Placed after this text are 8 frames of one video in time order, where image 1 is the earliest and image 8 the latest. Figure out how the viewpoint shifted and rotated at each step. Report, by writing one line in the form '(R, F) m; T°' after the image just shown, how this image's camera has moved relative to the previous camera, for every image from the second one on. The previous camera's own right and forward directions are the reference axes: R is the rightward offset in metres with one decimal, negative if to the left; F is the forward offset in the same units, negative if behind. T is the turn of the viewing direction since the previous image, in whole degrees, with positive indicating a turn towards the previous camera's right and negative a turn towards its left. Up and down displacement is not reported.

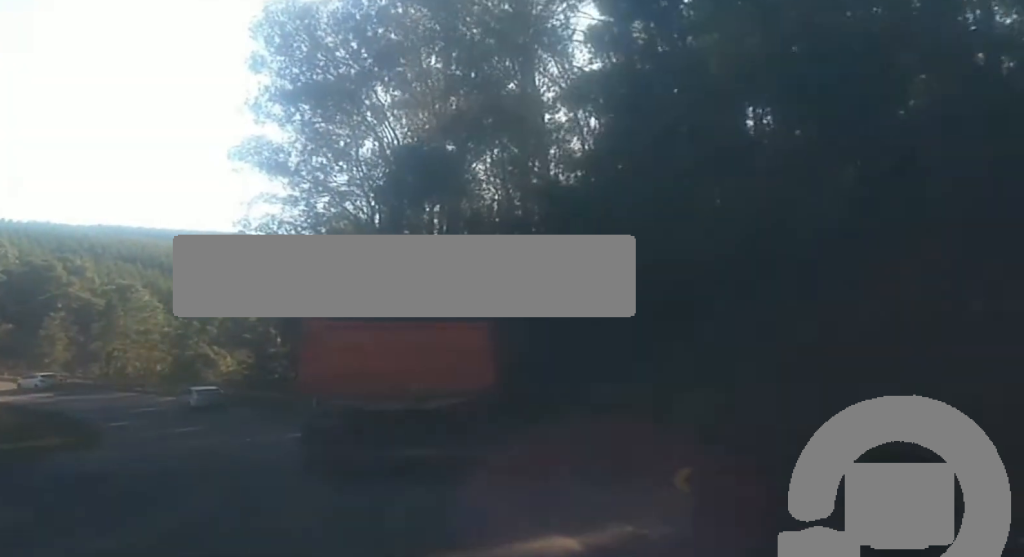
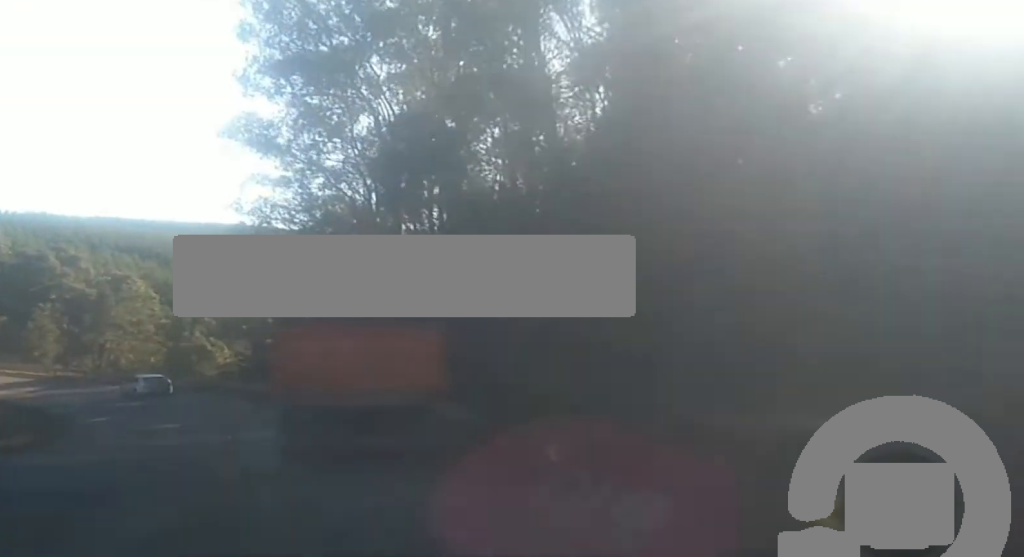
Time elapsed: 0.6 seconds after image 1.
(-0.4, +3.8) m; -4°
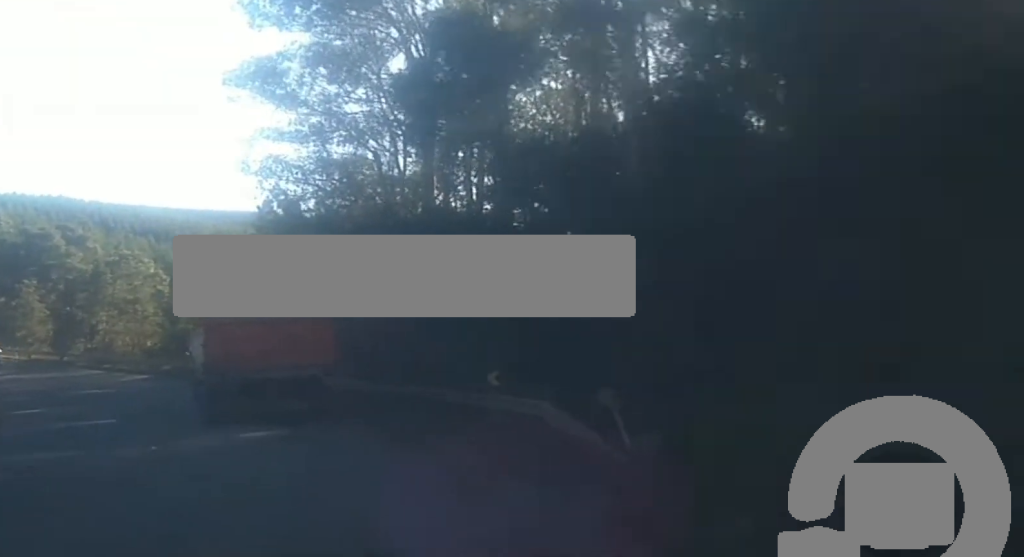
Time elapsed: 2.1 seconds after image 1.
(-0.7, +11.6) m; -4°
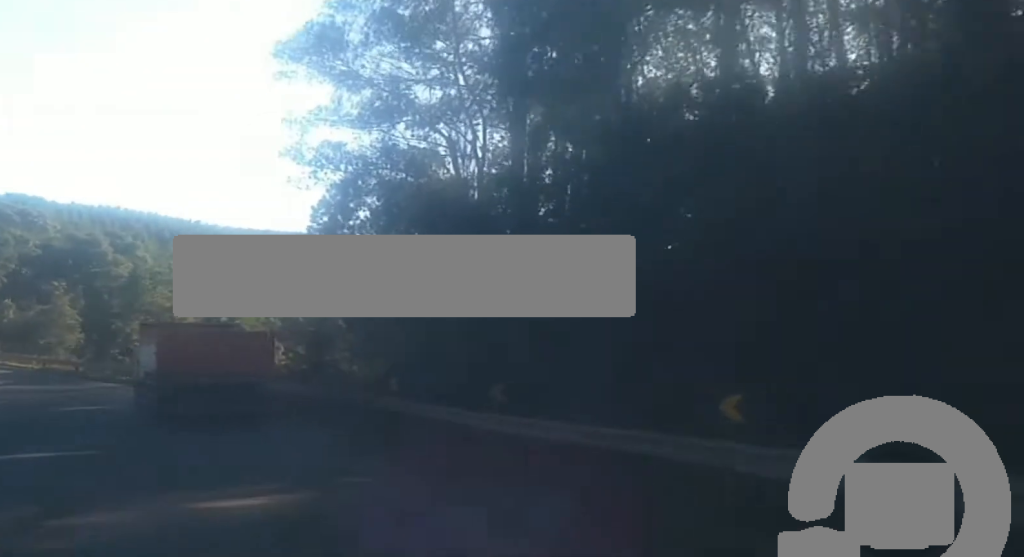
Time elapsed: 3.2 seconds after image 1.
(-0.1, +9.9) m; -2°
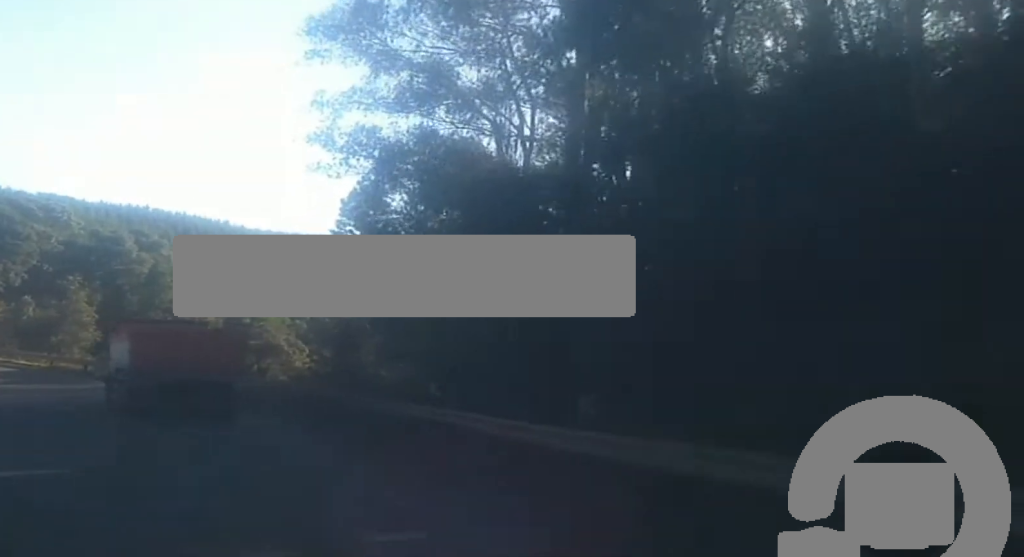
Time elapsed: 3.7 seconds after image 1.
(-0.1, +5.1) m; -1°
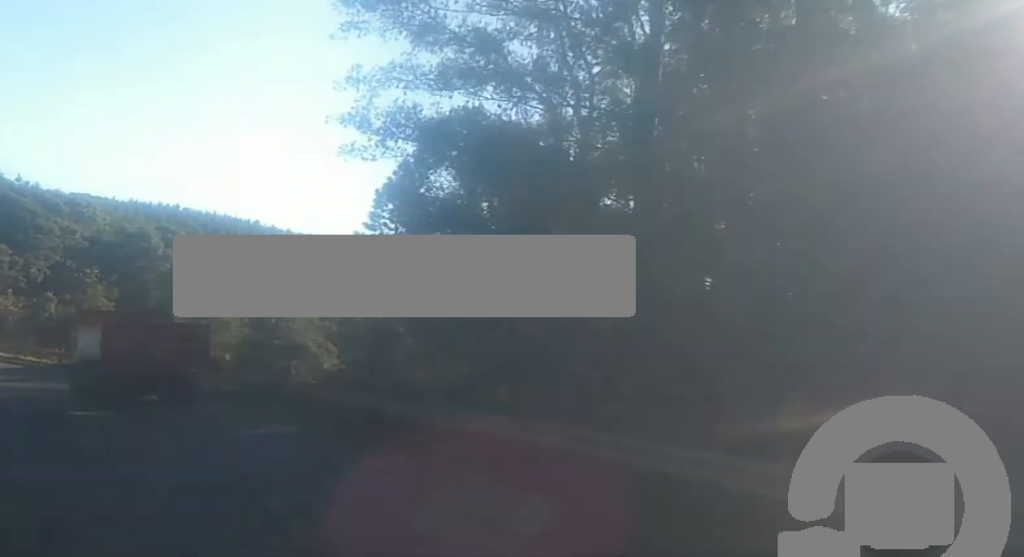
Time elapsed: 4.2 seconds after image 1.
(0.0, +4.9) m; -2°
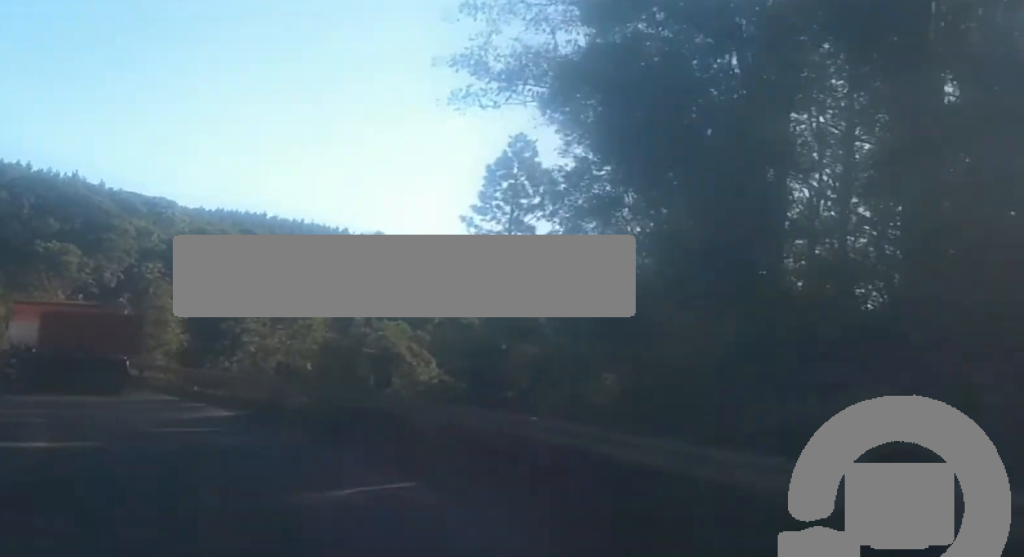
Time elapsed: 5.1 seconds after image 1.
(-0.4, +10.9) m; -8°
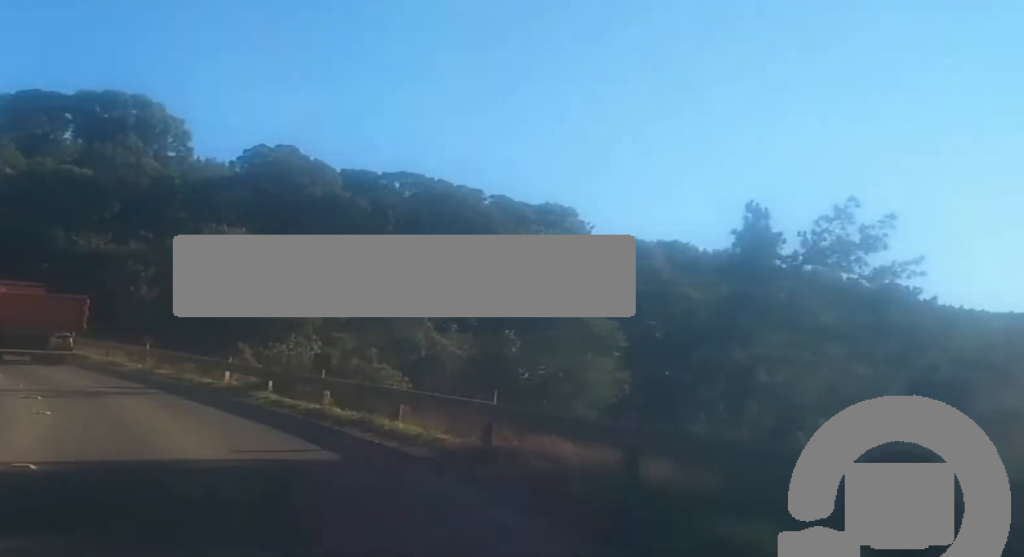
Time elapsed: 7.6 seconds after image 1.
(-4.1, +29.8) m; -16°
